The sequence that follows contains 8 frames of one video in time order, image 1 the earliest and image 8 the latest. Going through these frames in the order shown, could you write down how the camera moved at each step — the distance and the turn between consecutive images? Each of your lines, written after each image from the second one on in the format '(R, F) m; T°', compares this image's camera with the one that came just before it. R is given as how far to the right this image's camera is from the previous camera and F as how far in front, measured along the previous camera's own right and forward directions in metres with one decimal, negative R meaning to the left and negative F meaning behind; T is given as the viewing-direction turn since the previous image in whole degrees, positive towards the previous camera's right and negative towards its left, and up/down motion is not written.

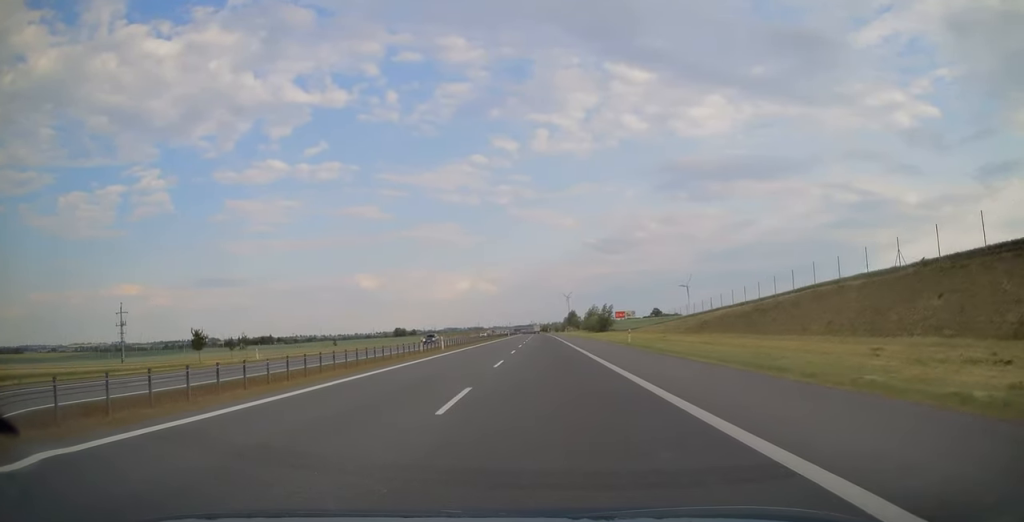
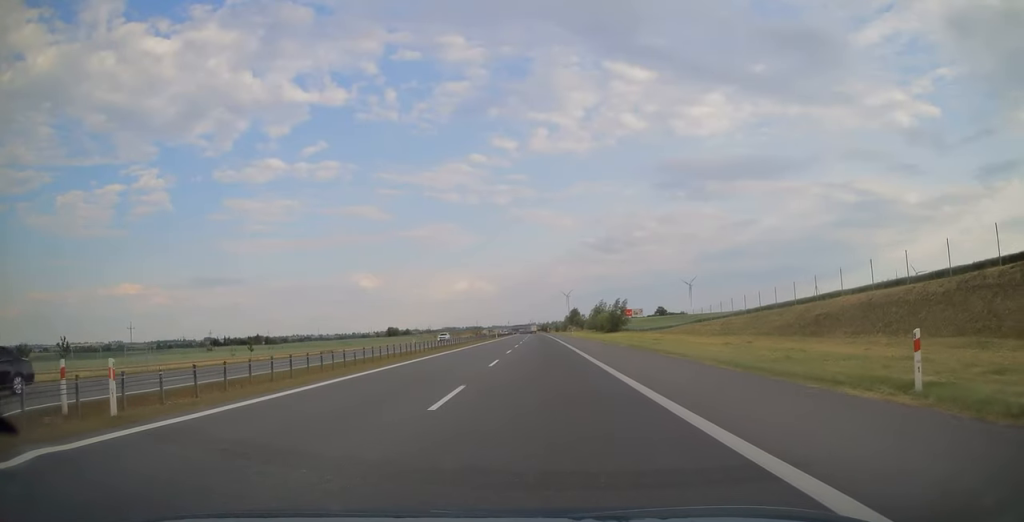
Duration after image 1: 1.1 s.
(+0.1, +35.3) m; 0°
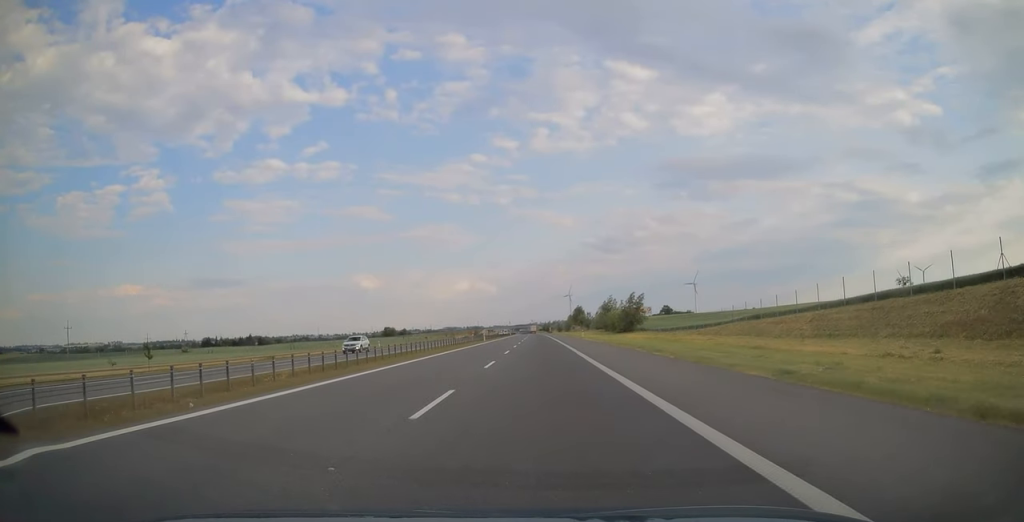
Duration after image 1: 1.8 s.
(0.0, +24.8) m; 0°
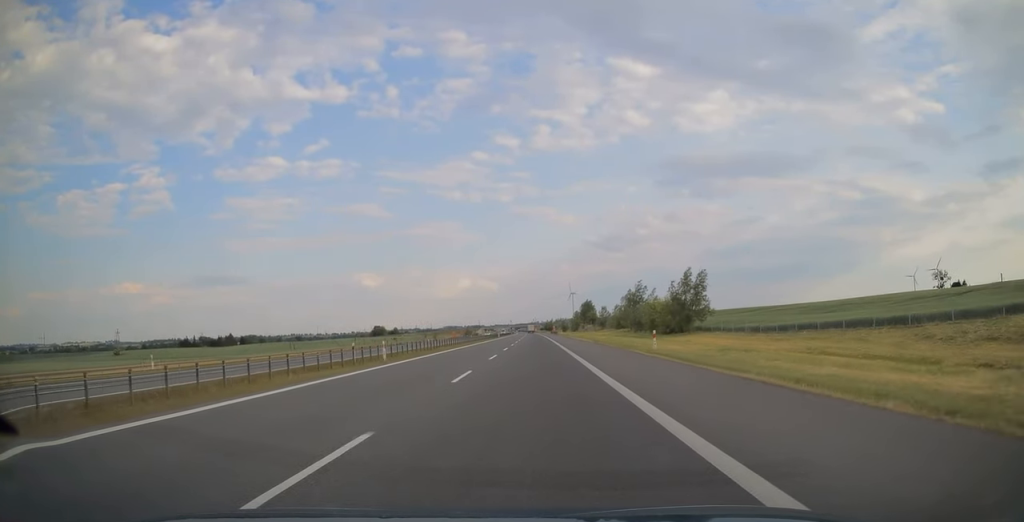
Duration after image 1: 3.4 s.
(0.0, +53.4) m; 0°
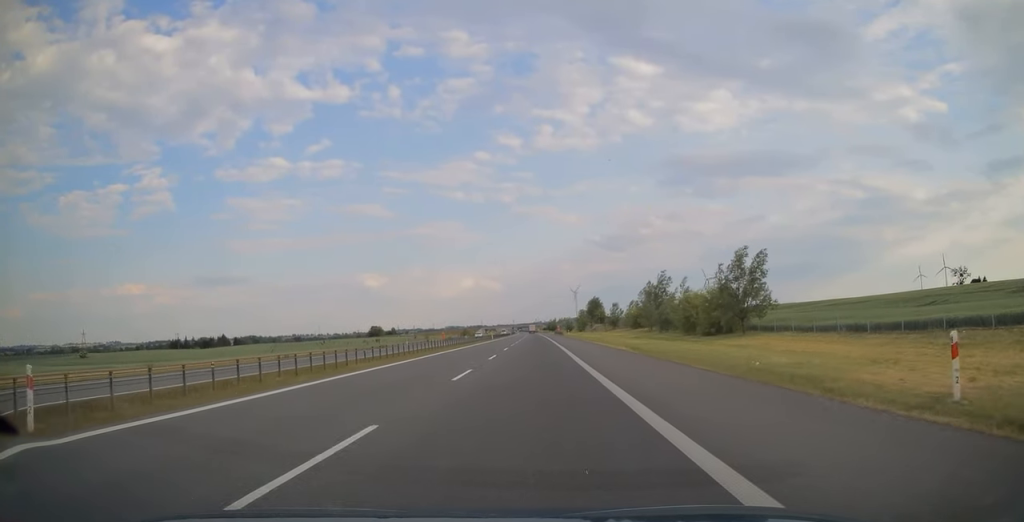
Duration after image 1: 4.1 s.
(-0.1, +23.1) m; 0°
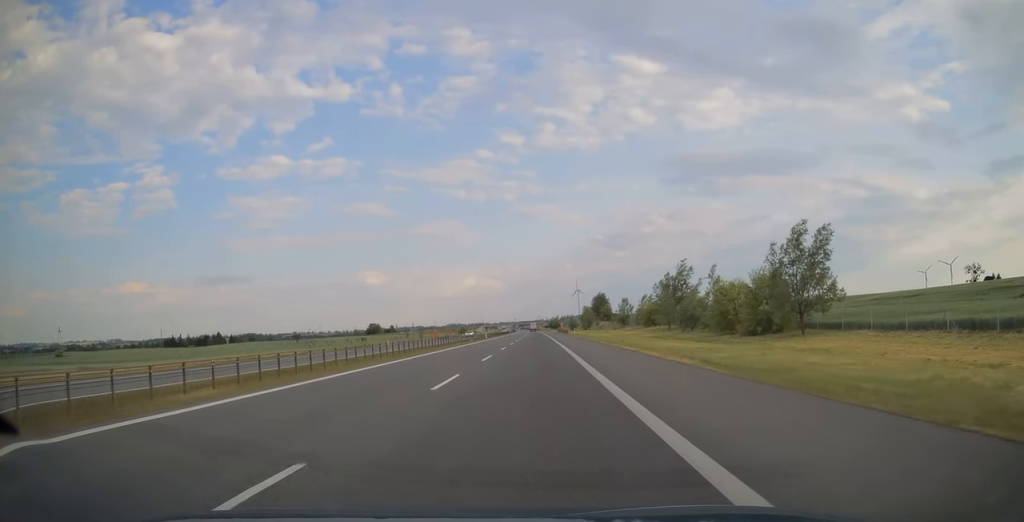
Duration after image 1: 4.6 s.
(0.0, +14.9) m; 0°
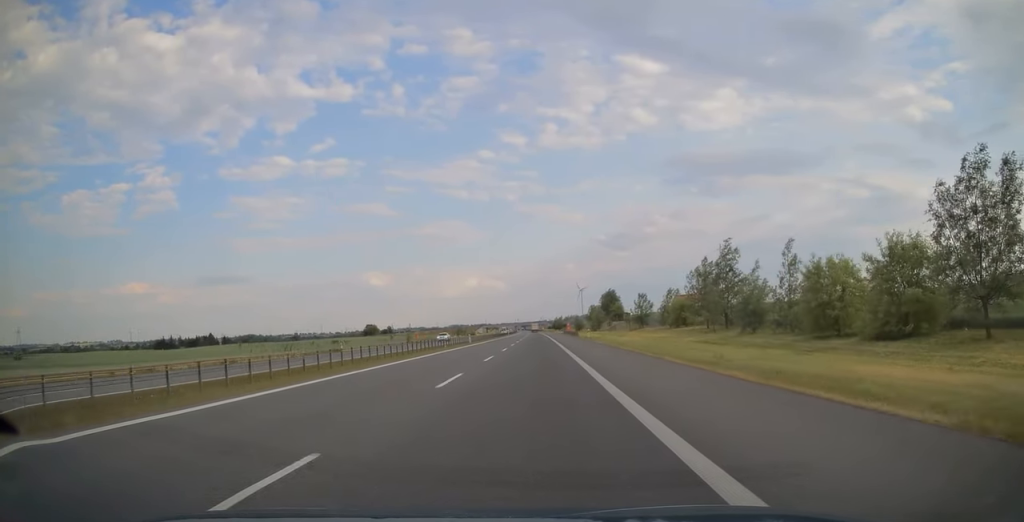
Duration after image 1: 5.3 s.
(0.0, +23.2) m; 0°
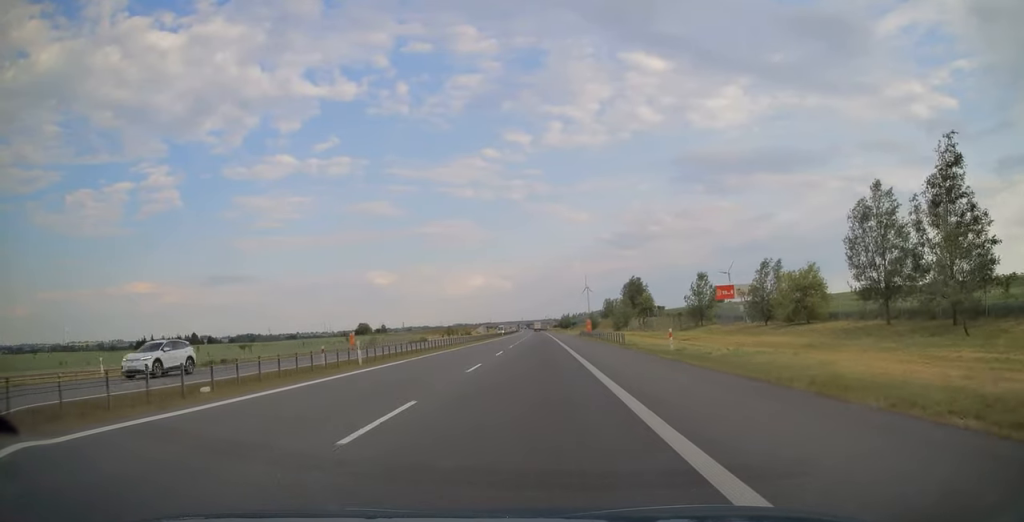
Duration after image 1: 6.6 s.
(-0.2, +43.1) m; 0°
